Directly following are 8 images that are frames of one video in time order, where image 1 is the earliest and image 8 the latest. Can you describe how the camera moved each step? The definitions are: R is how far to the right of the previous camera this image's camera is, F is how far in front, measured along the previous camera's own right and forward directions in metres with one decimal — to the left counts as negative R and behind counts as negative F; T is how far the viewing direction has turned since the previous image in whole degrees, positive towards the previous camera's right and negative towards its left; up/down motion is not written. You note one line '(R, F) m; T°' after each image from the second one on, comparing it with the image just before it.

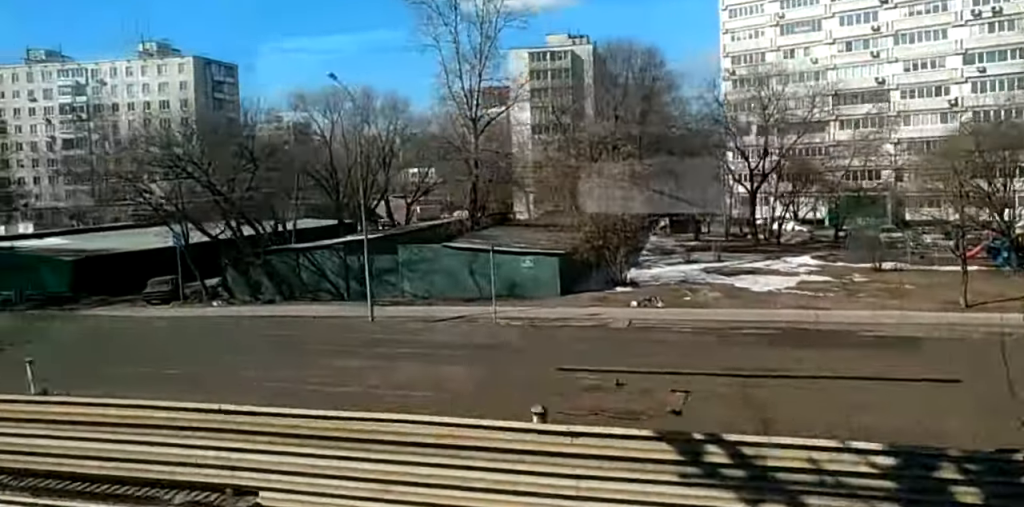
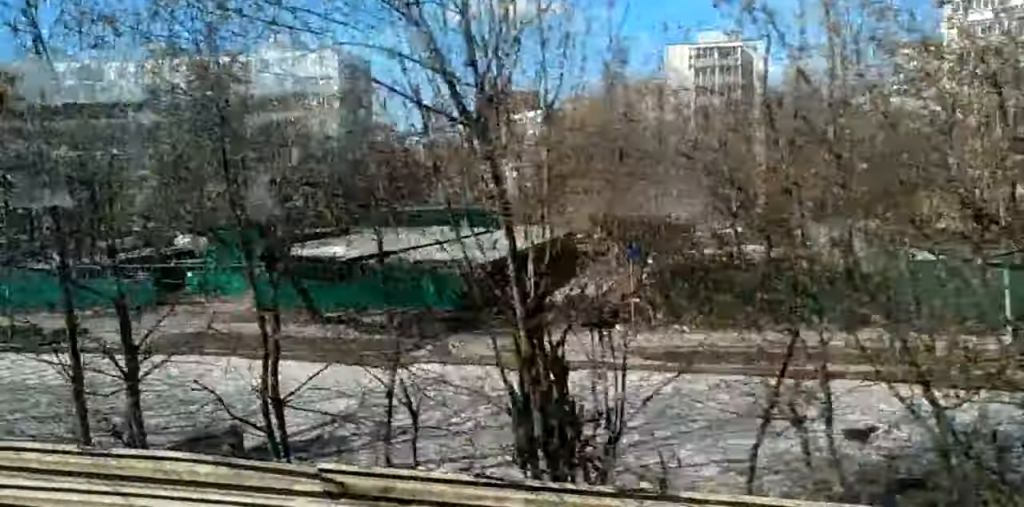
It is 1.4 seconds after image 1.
(+0.1, +26.2) m; +1°
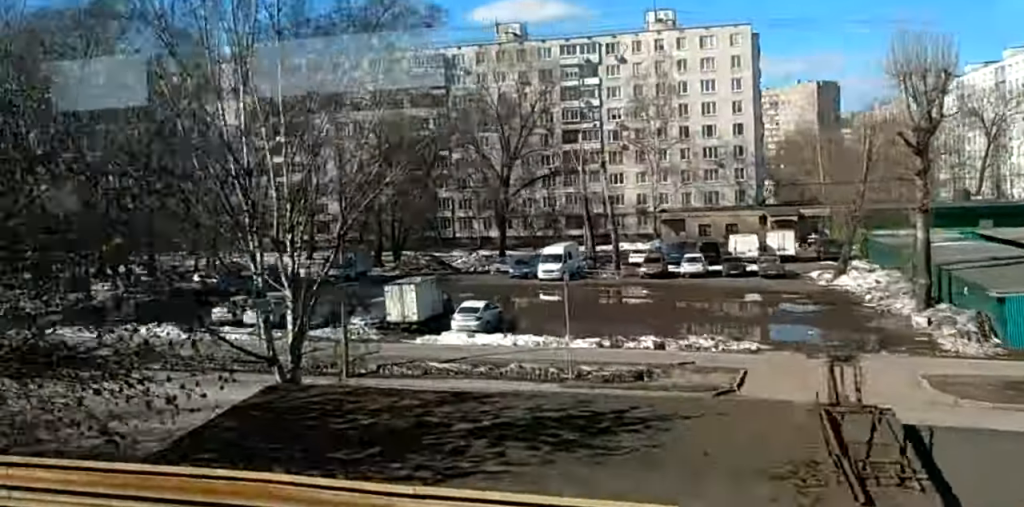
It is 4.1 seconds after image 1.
(-0.2, +52.8) m; -2°
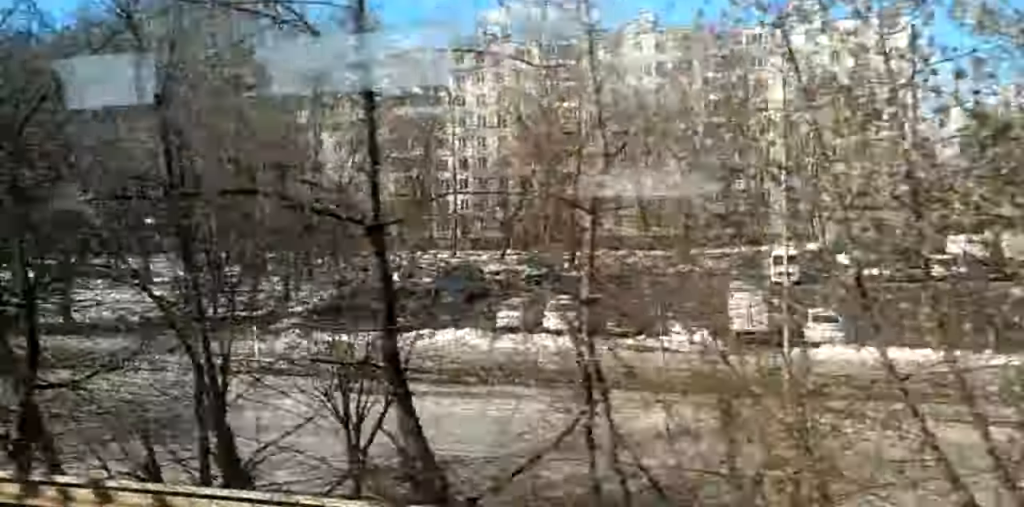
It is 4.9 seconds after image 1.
(-0.1, +16.4) m; 0°
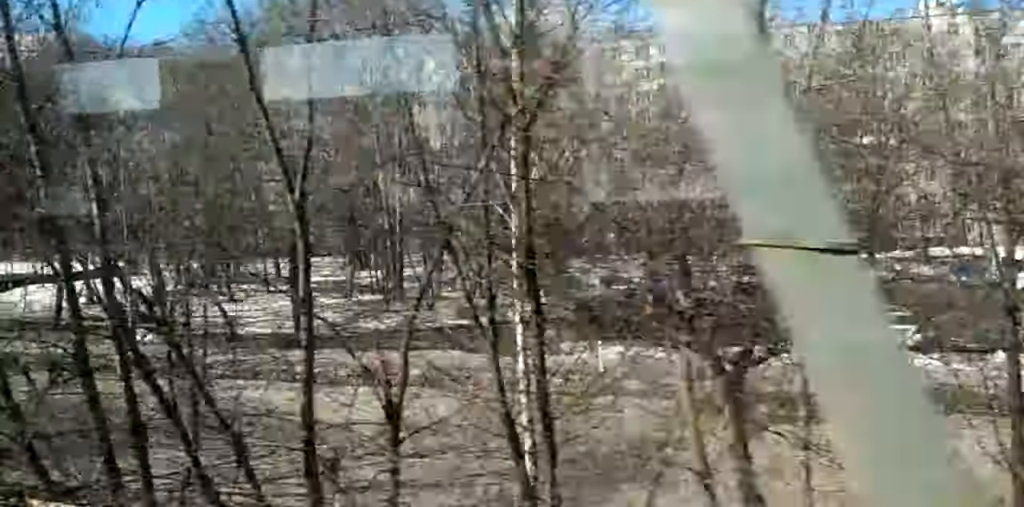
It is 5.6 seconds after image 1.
(+0.1, +14.0) m; 0°
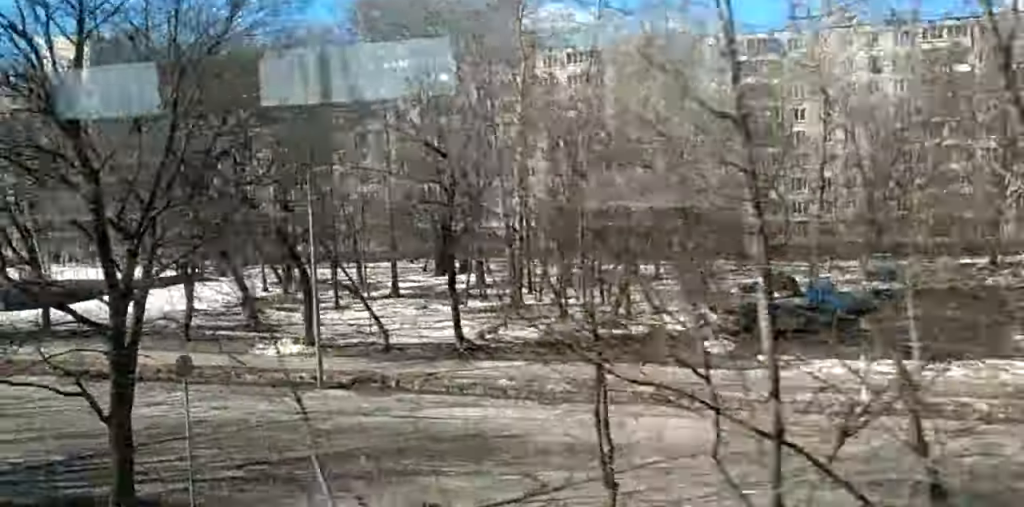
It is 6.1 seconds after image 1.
(0.0, +8.7) m; 0°
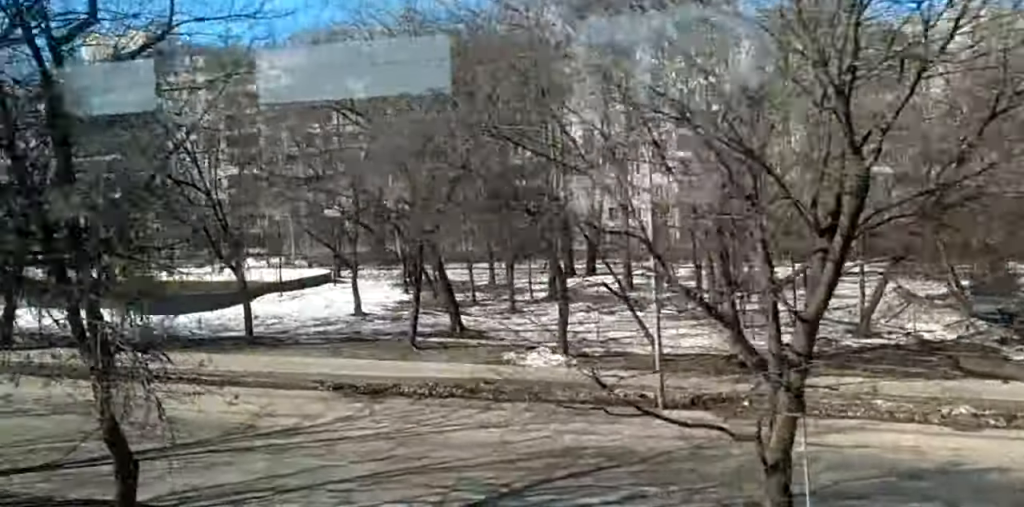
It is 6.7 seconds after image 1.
(0.0, +12.7) m; 0°
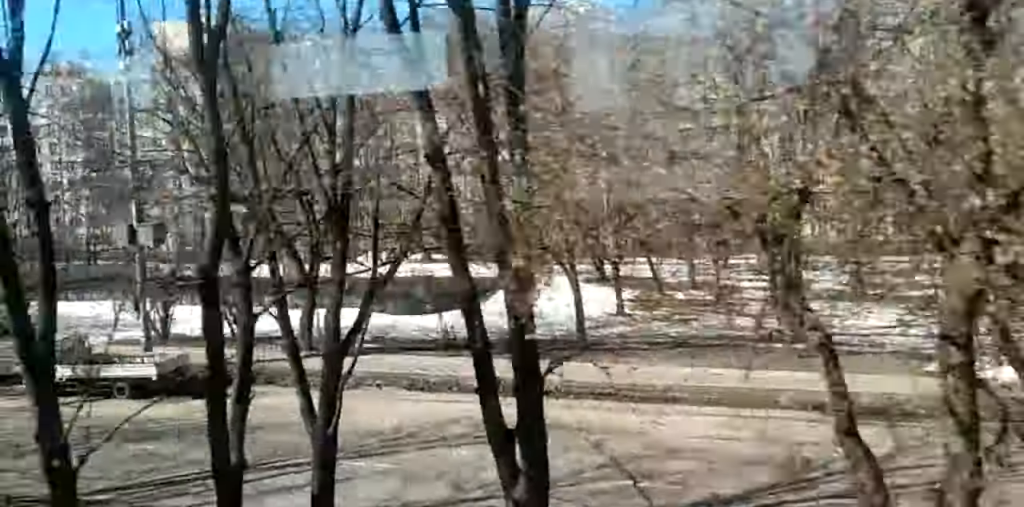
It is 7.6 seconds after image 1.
(-0.1, +16.8) m; 0°
